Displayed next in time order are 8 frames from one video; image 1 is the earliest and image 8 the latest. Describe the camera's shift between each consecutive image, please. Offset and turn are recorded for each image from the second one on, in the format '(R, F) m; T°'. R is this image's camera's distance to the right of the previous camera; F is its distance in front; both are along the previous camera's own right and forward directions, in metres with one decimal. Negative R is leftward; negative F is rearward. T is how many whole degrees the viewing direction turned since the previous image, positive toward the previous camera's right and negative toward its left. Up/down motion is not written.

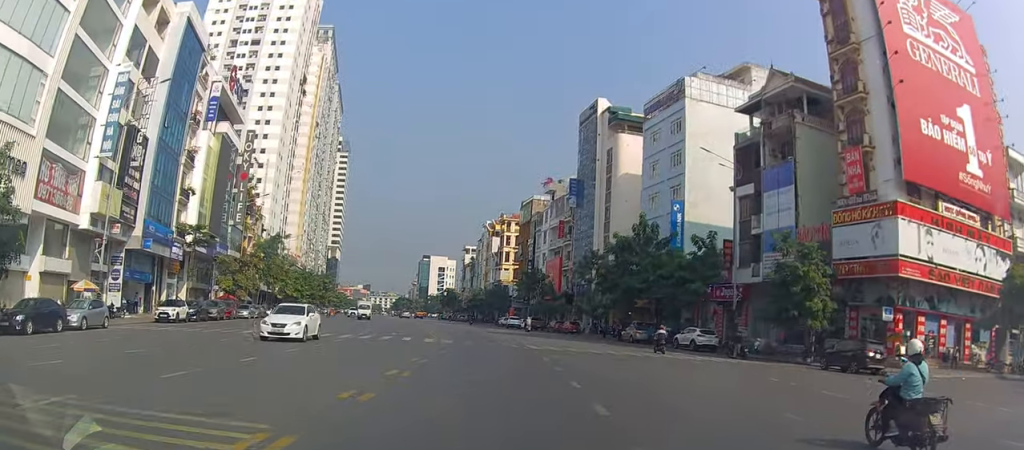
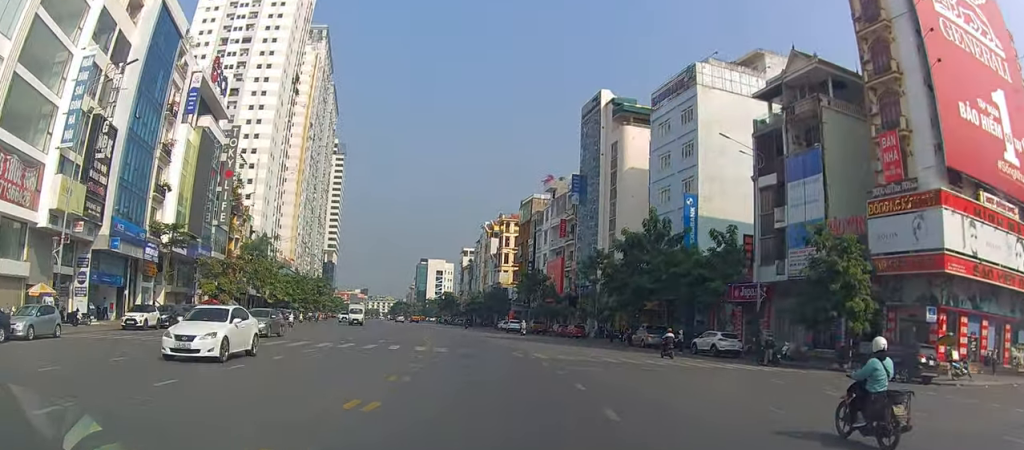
(-0.4, +4.2) m; -1°
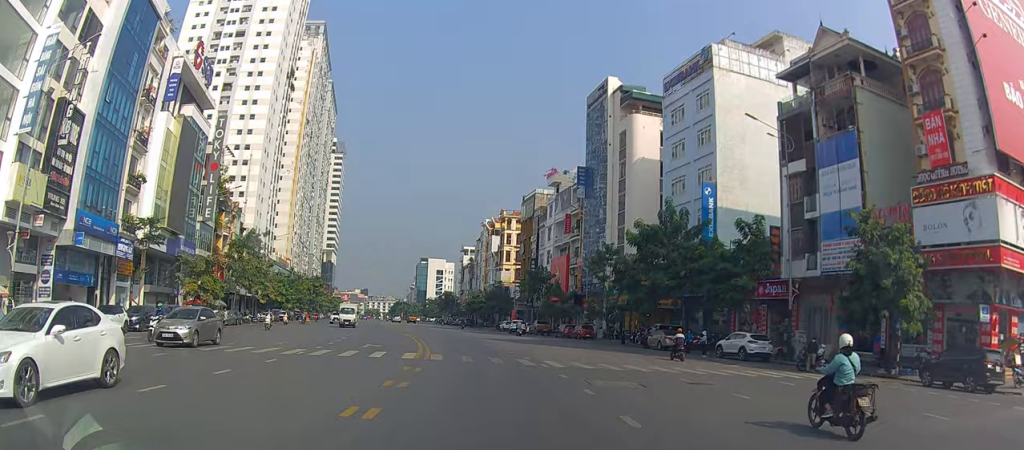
(-0.1, +4.2) m; +1°
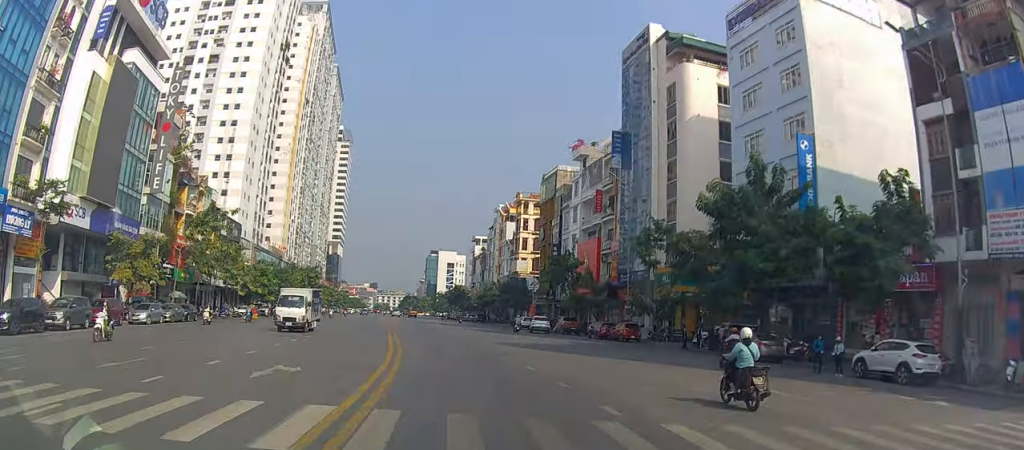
(+1.6, +14.7) m; +9°
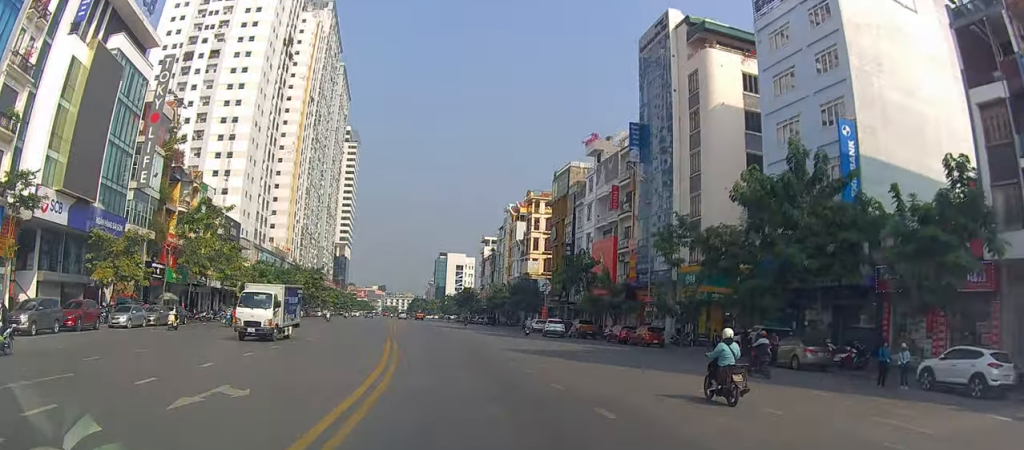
(0.0, +3.8) m; -3°
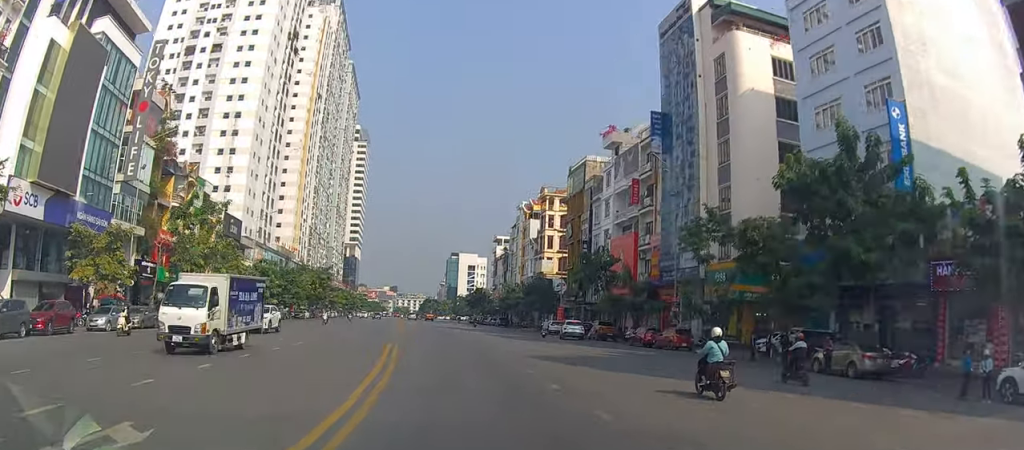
(+0.2, +4.2) m; -3°
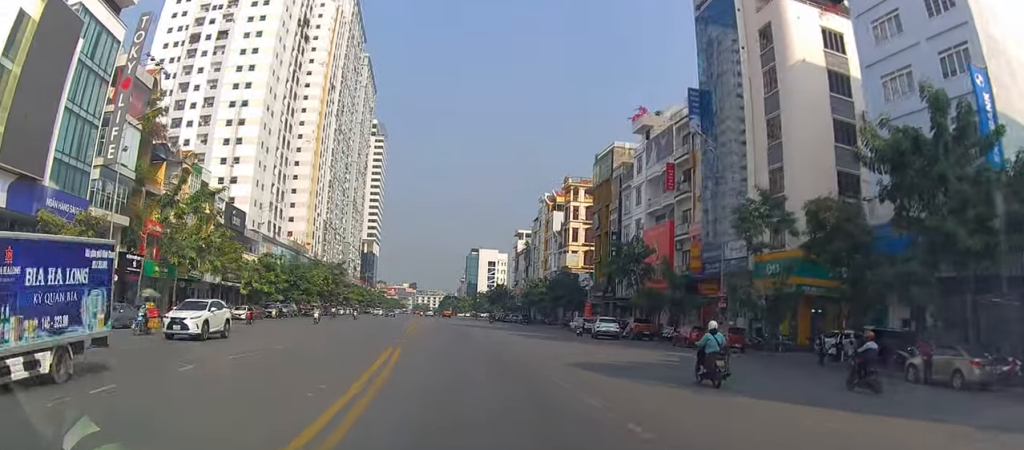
(-0.6, +5.9) m; -3°
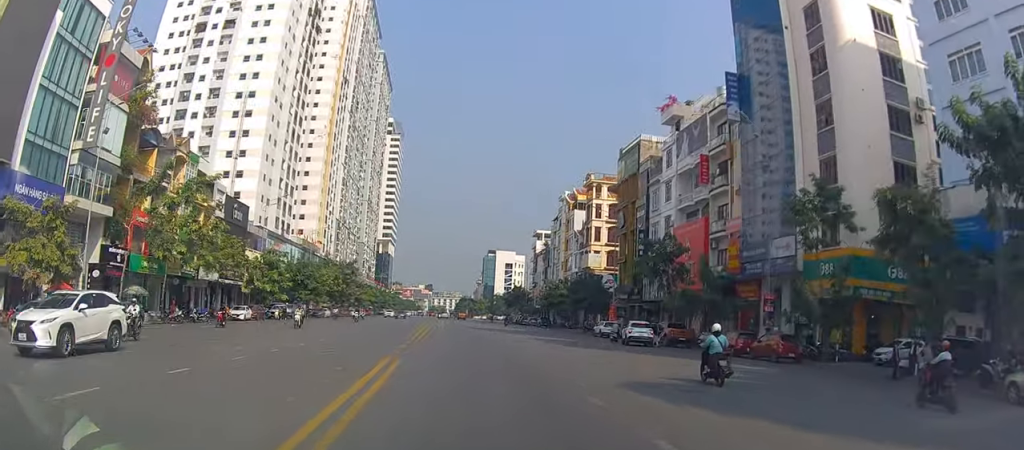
(-0.2, +4.9) m; -1°
